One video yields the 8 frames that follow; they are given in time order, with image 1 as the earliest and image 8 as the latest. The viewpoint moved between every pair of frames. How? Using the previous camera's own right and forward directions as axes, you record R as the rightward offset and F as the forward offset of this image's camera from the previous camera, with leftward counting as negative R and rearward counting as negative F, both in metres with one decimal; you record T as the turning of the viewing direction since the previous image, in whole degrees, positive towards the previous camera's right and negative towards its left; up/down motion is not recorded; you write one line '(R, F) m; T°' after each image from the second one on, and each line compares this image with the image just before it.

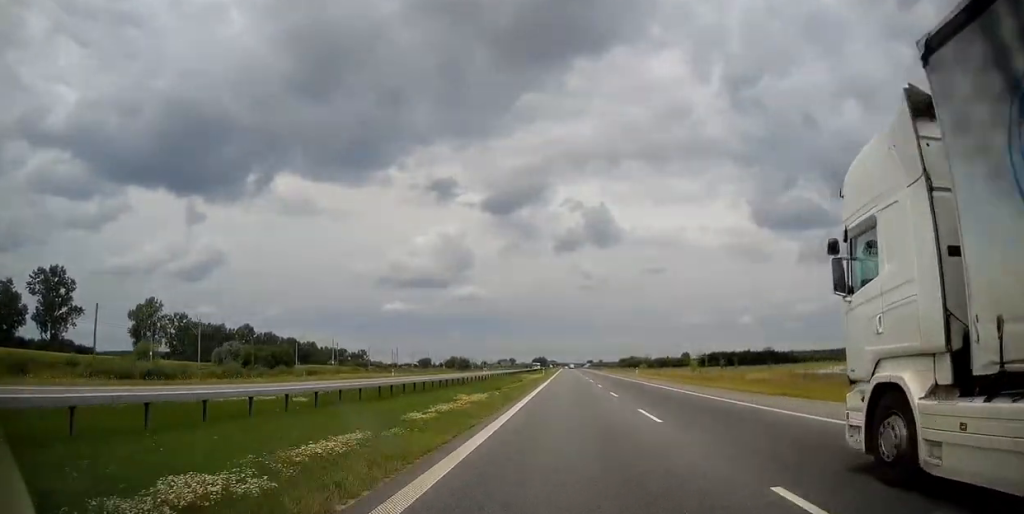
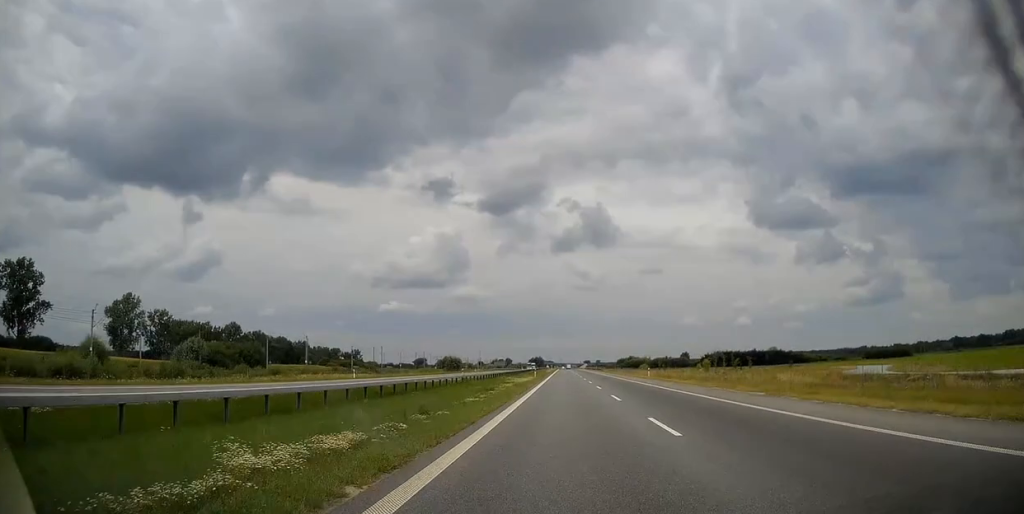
(0.0, +15.0) m; 0°
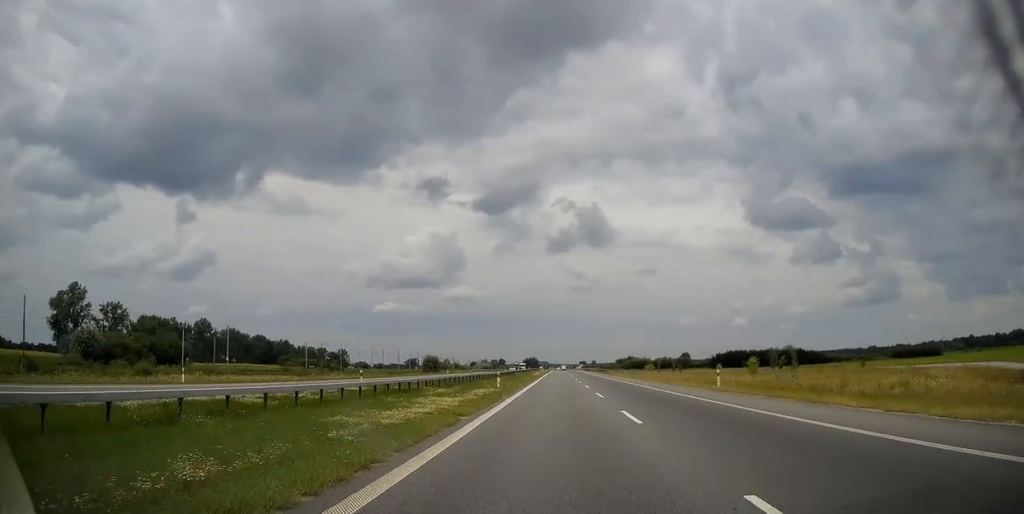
(+0.2, +33.3) m; 0°
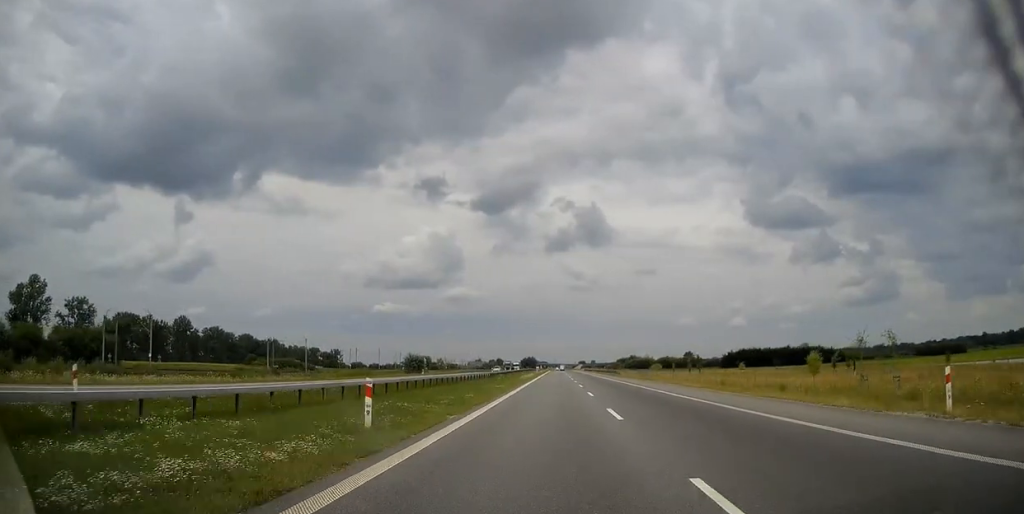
(0.0, +23.0) m; 0°
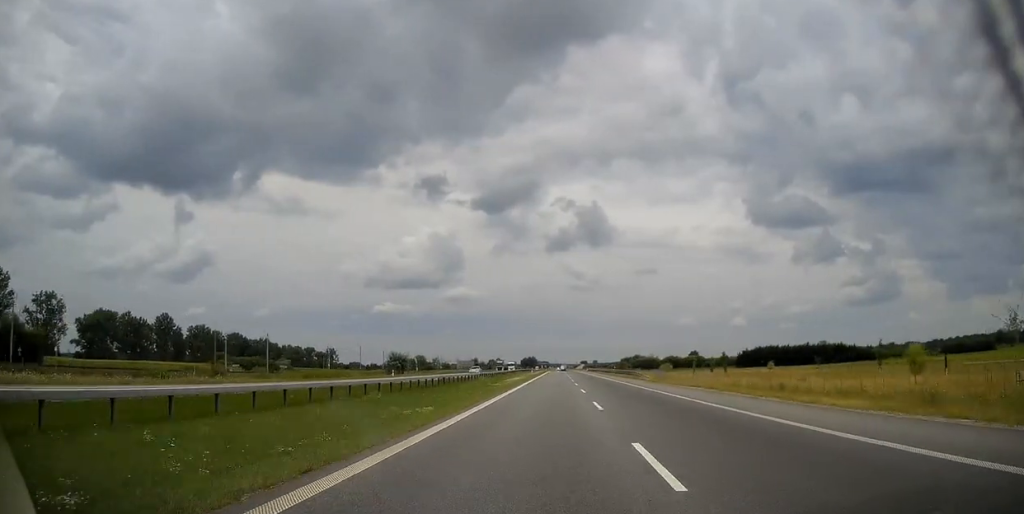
(0.0, +20.7) m; 0°
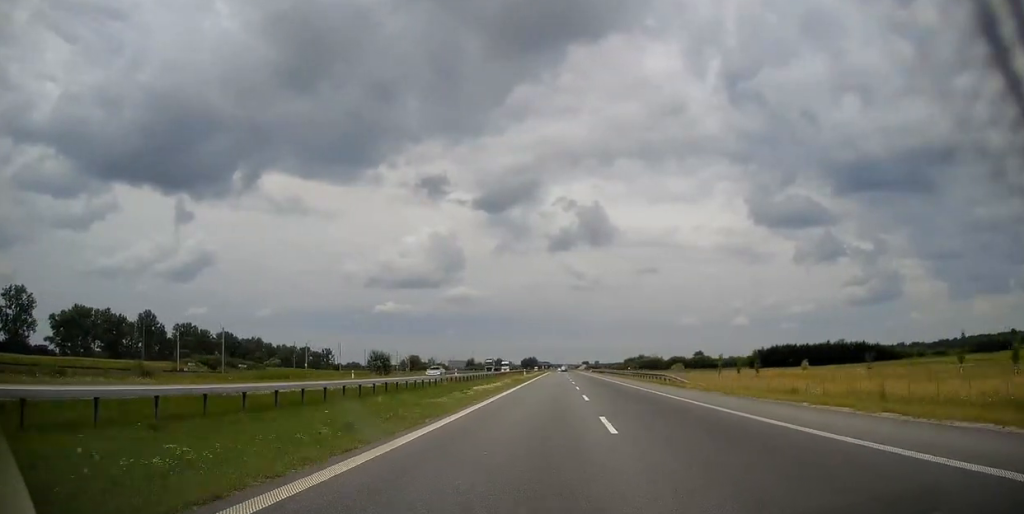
(0.0, +18.4) m; 0°
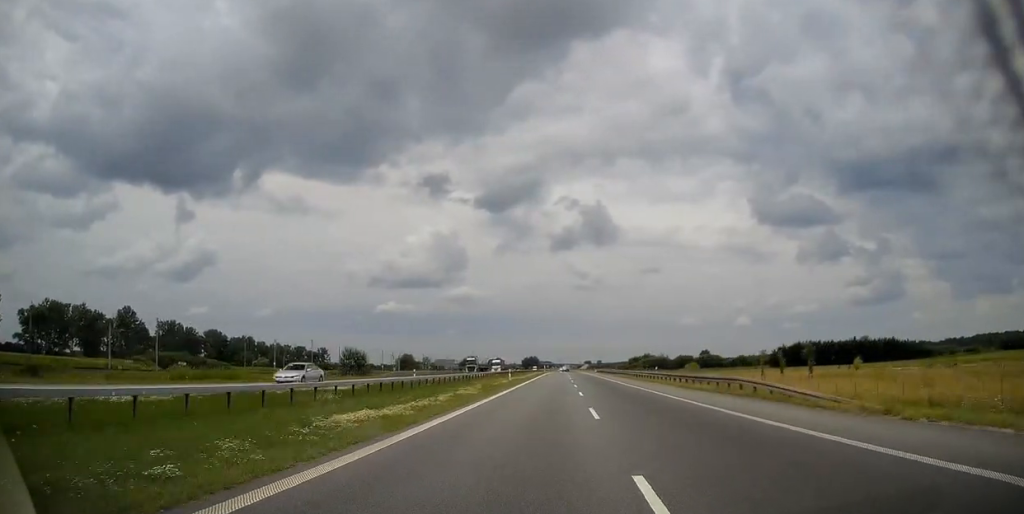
(0.0, +20.7) m; 0°
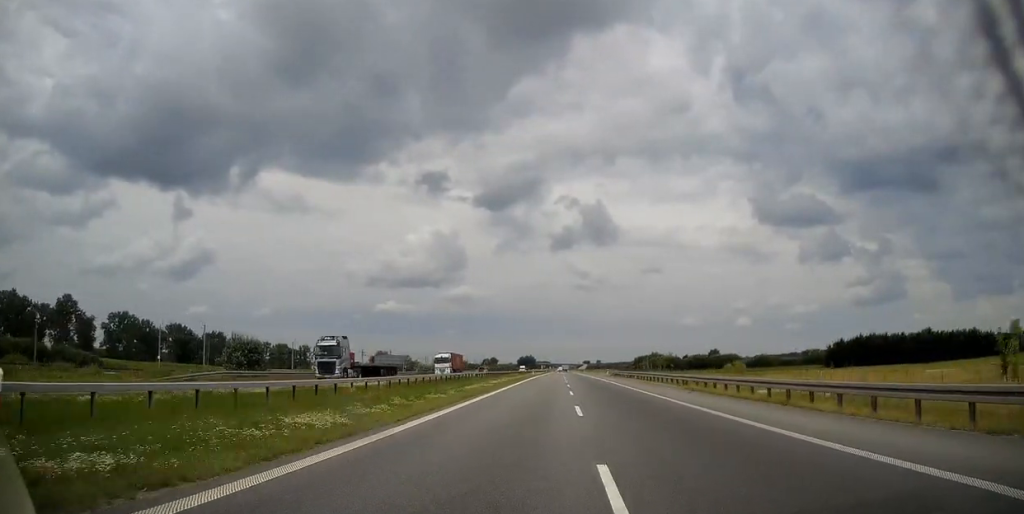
(-0.1, +47.0) m; 0°
